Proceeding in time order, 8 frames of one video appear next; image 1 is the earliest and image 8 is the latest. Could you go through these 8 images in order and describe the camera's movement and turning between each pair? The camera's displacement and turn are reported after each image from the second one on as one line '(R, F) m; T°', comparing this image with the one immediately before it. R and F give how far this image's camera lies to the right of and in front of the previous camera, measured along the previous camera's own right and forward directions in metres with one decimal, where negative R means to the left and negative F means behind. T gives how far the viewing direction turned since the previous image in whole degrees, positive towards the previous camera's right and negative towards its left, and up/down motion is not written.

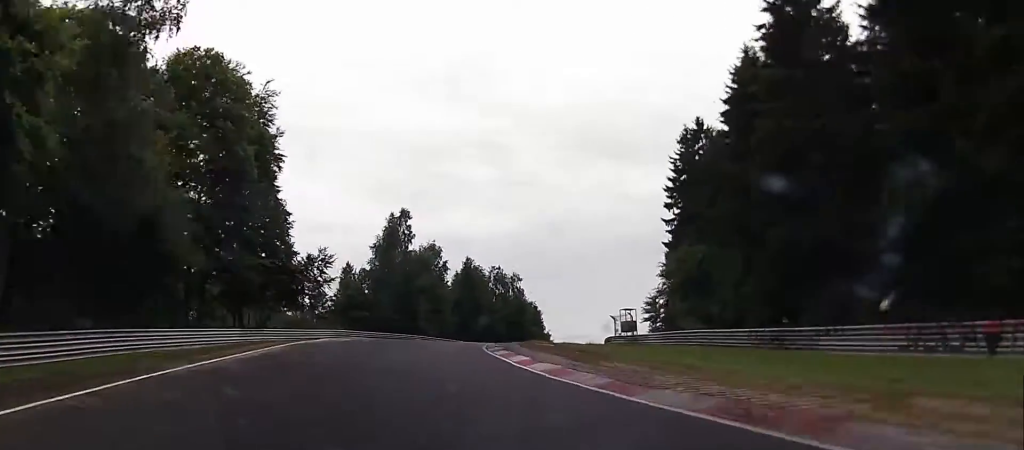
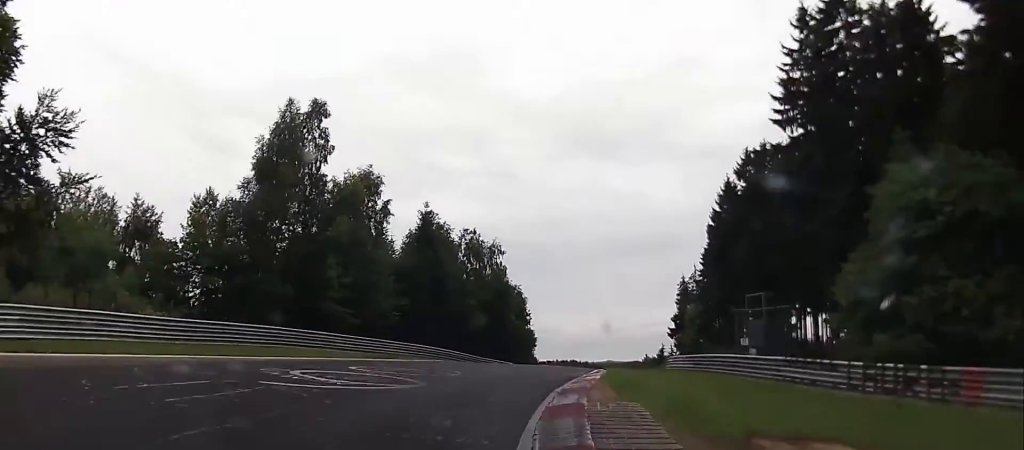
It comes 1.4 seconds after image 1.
(-1.7, +37.5) m; +1°
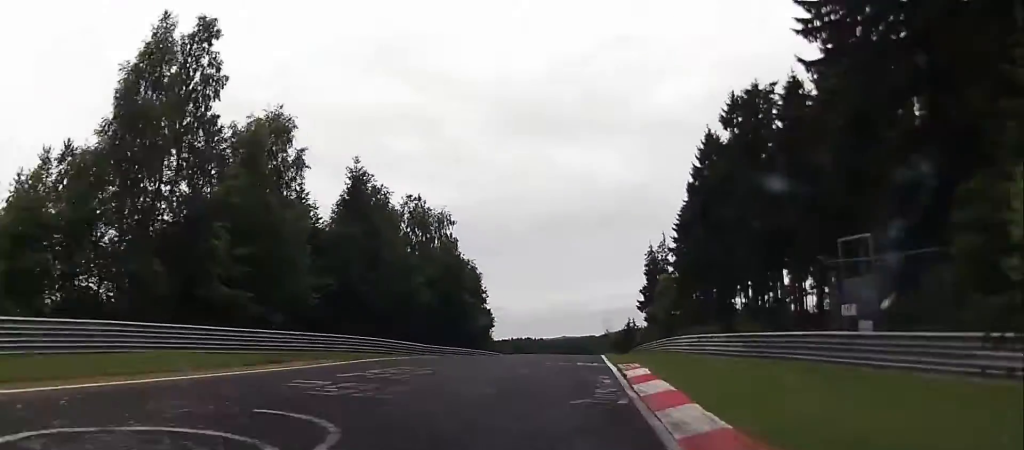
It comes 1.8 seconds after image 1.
(-0.4, +12.3) m; +3°
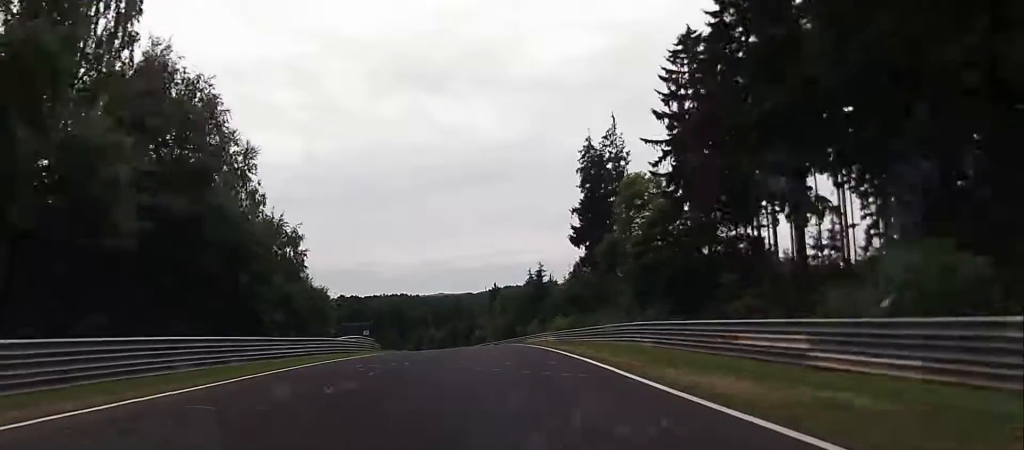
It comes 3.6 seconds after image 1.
(+7.6, +54.4) m; +13°
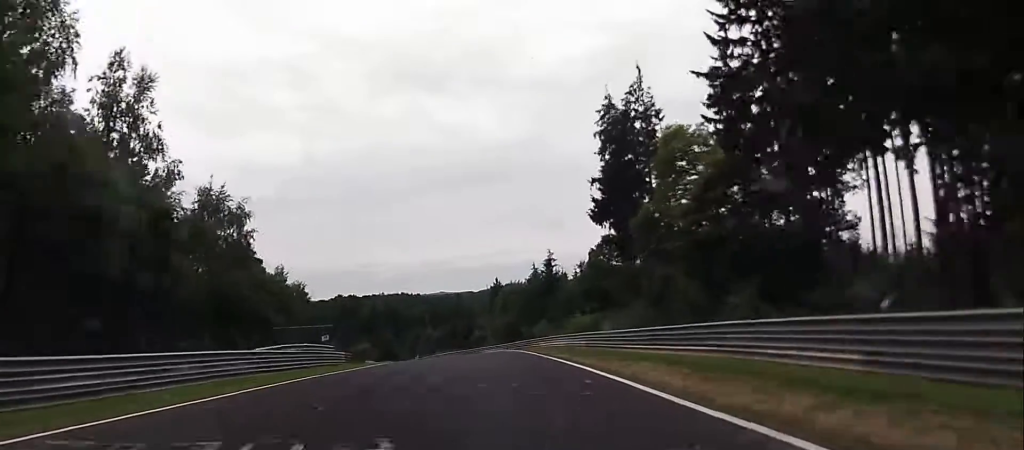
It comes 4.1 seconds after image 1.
(+0.3, +15.3) m; 0°
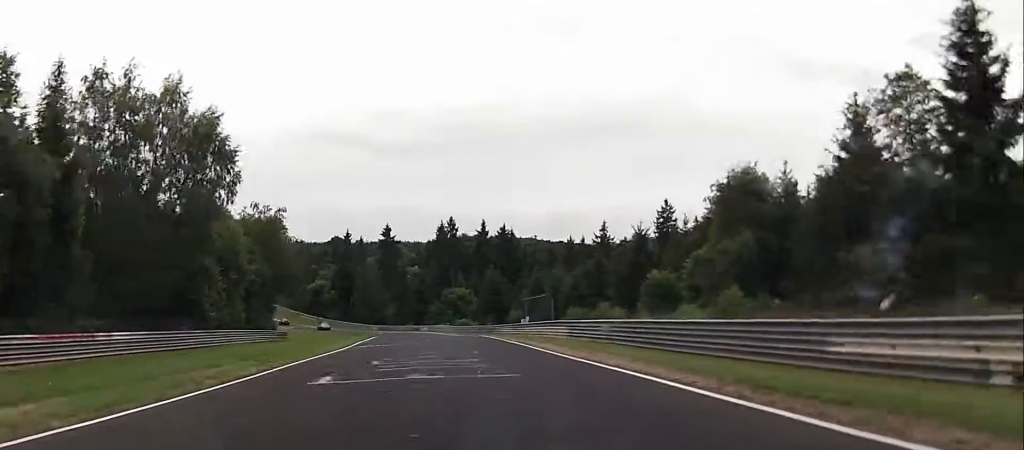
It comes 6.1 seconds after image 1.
(-4.1, +65.8) m; -10°
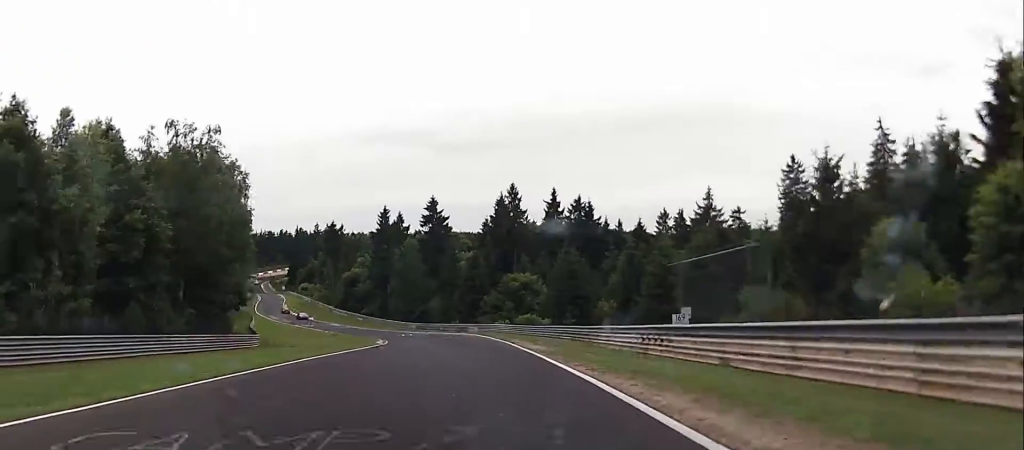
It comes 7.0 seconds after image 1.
(-1.5, +31.9) m; -8°
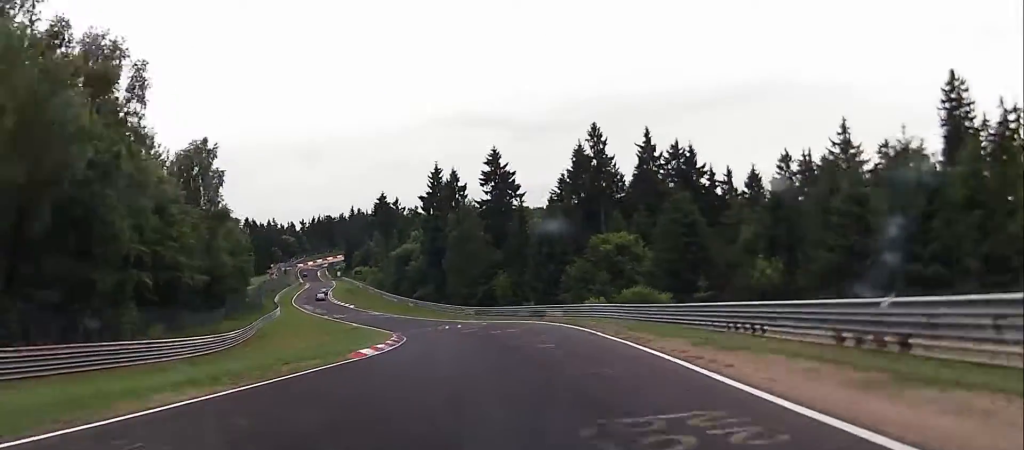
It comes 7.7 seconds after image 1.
(-1.5, +26.3) m; -9°
